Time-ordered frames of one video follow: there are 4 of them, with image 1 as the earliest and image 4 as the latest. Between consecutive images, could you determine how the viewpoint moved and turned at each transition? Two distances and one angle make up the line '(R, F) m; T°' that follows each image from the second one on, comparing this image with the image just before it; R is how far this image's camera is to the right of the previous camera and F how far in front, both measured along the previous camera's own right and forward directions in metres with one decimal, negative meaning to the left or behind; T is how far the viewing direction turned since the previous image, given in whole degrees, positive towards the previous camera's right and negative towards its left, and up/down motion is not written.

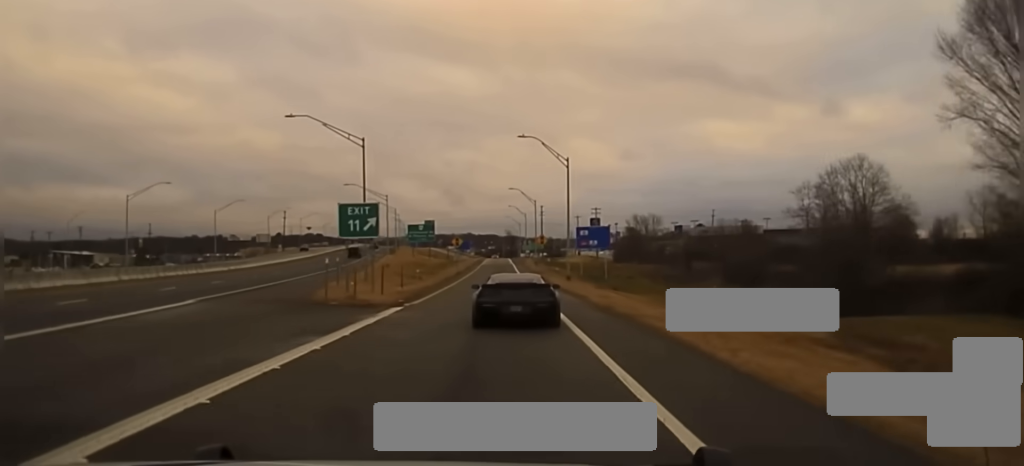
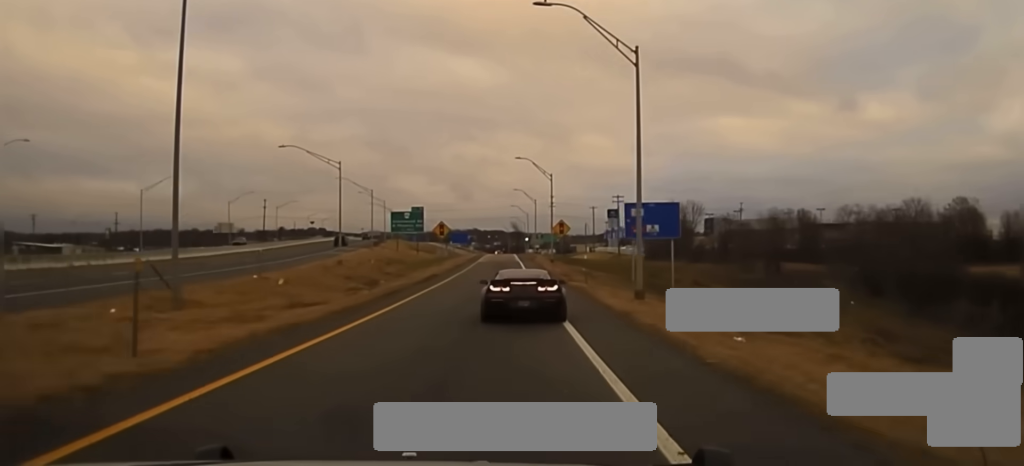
(-0.3, +33.3) m; 0°
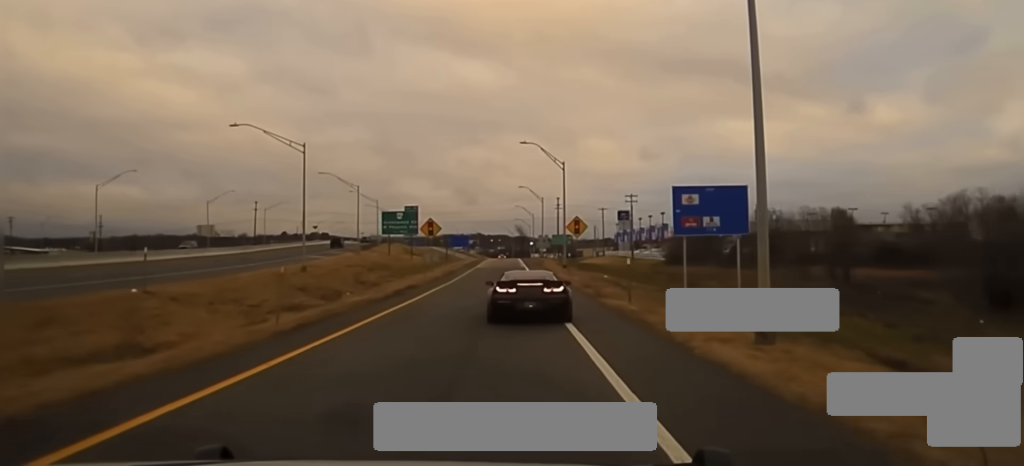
(+0.2, +13.4) m; +1°
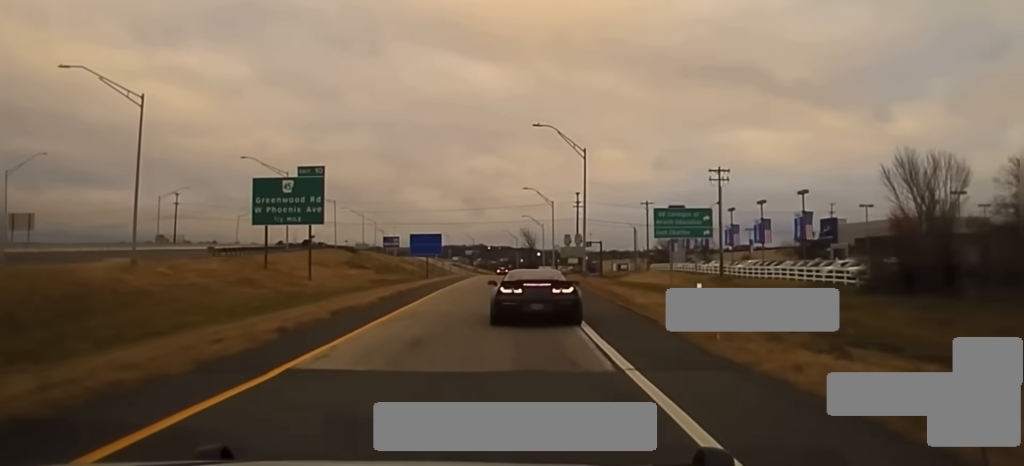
(+1.0, +71.4) m; 0°
